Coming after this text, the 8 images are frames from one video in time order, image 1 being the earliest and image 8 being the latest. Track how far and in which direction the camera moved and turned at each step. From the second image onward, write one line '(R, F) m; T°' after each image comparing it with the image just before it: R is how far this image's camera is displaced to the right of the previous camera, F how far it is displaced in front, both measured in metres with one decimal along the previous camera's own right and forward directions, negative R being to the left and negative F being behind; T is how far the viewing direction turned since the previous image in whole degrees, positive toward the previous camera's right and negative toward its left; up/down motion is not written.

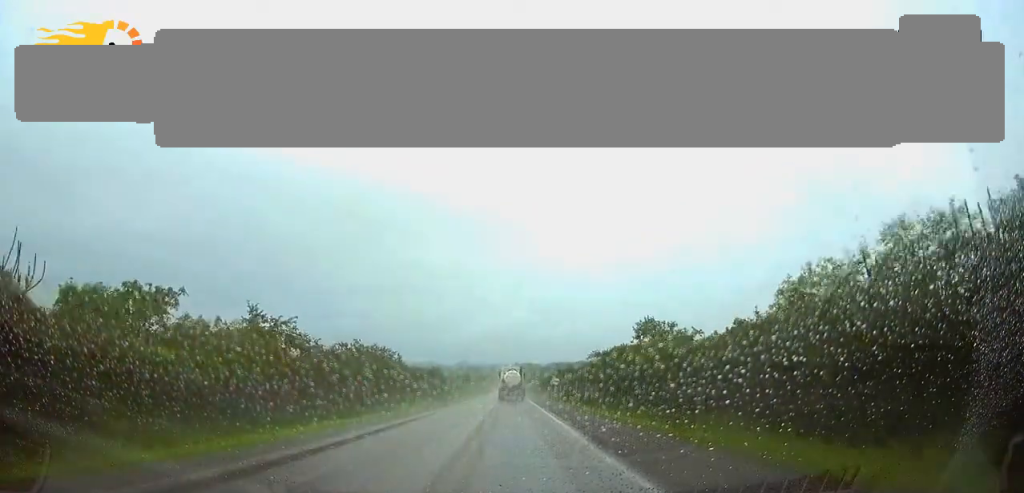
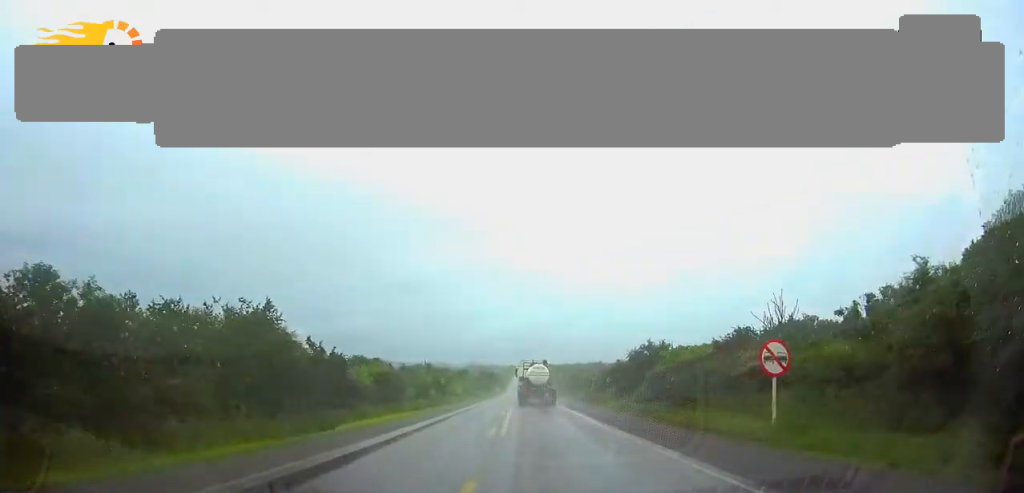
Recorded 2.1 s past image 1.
(-0.5, +68.9) m; 0°
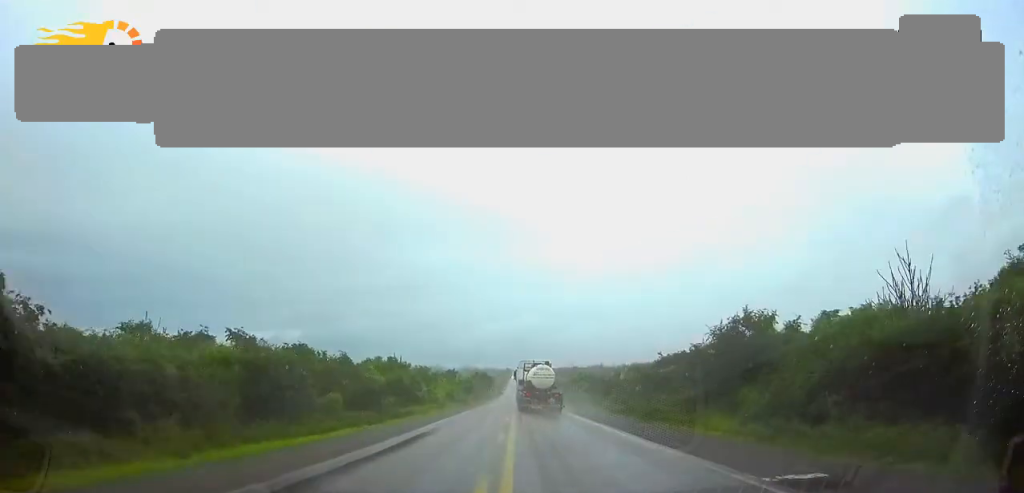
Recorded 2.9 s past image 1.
(0.0, +23.6) m; 0°
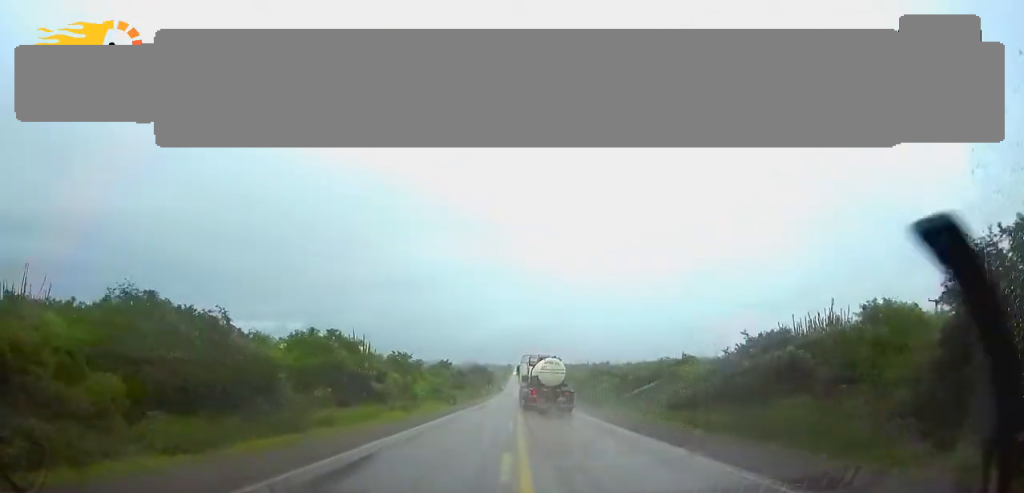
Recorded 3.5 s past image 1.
(0.0, +20.4) m; 0°
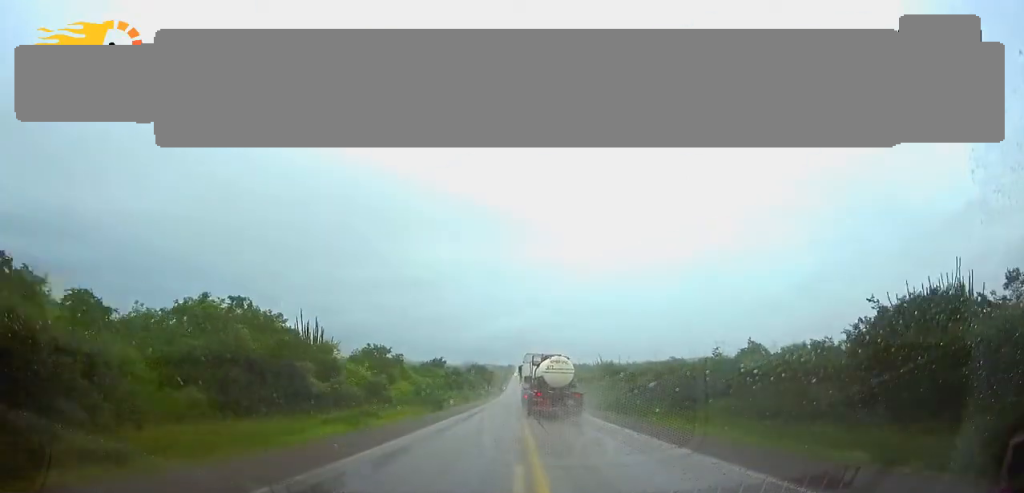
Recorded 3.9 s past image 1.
(0.0, +14.0) m; 0°
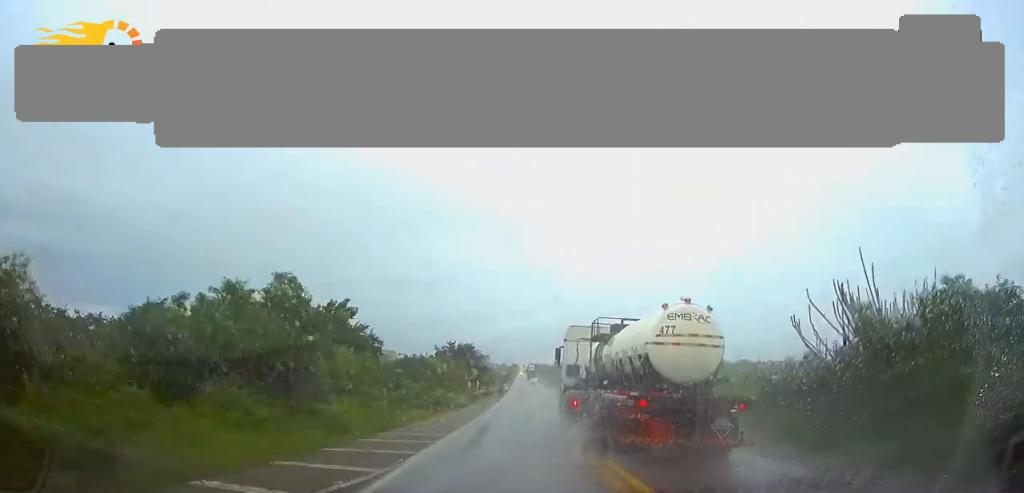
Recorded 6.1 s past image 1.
(-0.2, +71.3) m; 0°
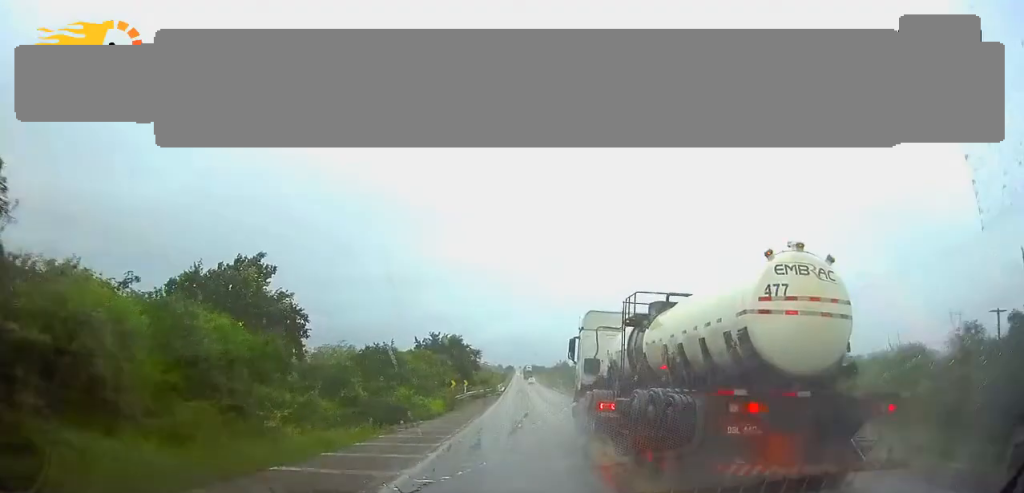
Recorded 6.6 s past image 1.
(0.0, +15.6) m; 0°
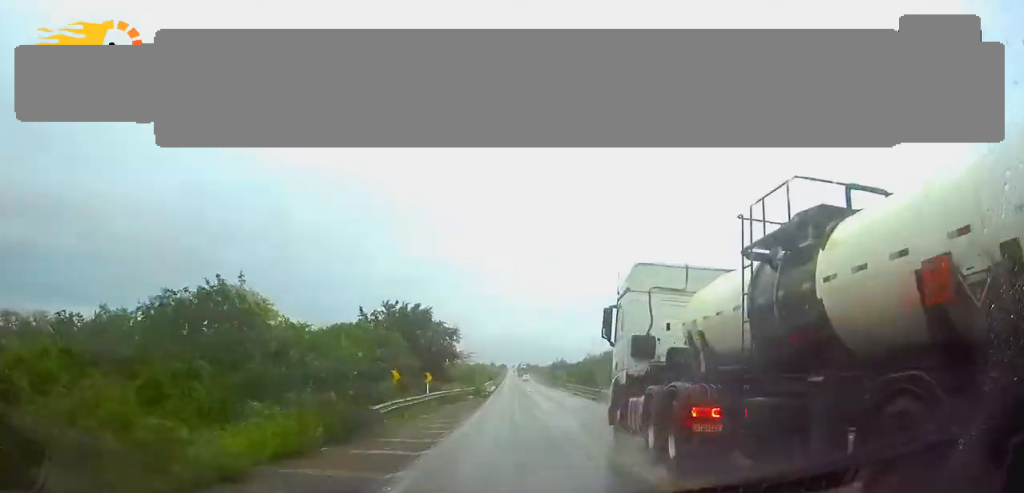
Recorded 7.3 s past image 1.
(+0.1, +24.9) m; 0°
